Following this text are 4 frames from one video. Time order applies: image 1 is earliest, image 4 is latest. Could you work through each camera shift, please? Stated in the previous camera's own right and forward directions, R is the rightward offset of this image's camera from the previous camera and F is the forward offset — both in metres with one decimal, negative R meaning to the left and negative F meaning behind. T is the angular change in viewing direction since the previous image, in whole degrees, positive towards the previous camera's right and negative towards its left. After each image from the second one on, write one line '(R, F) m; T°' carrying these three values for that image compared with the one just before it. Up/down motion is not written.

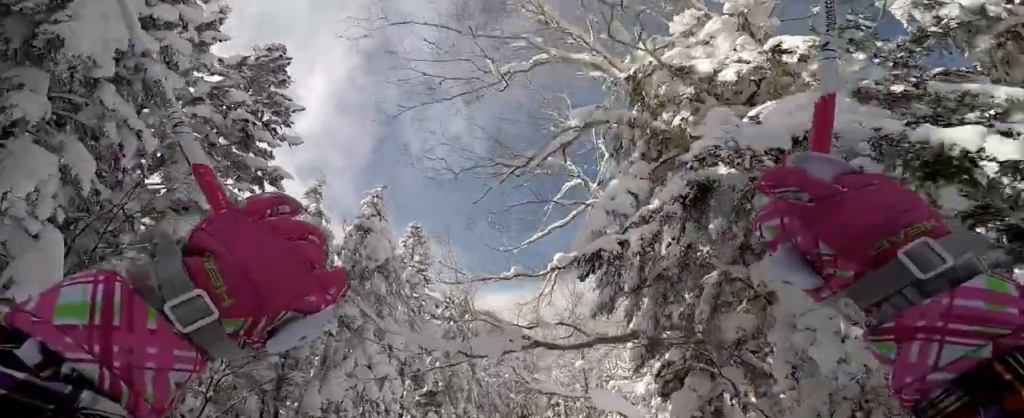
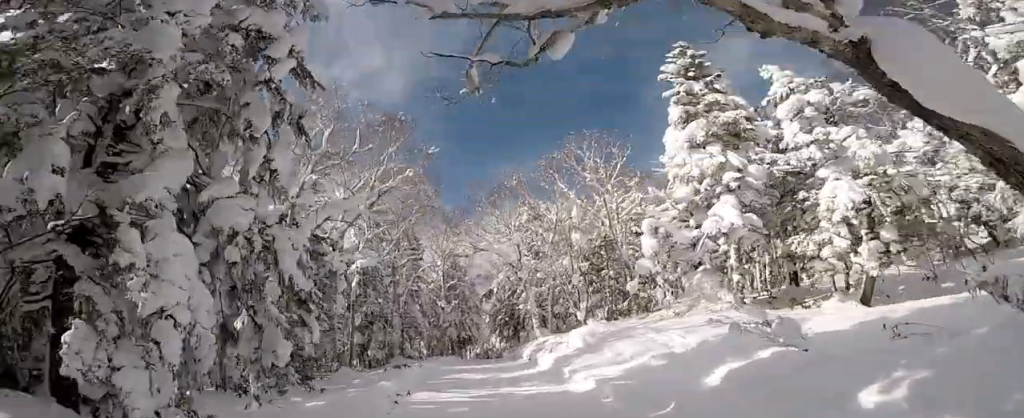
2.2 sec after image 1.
(+0.2, +21.5) m; +1°
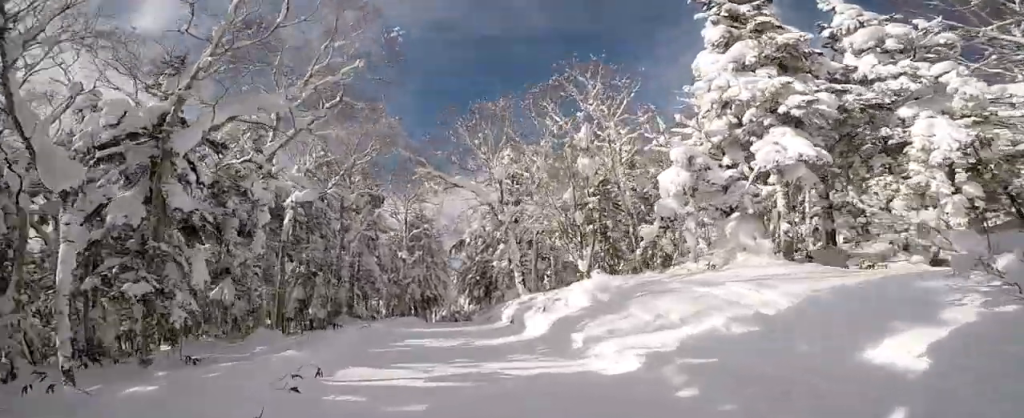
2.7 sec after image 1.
(+0.7, +4.6) m; 0°
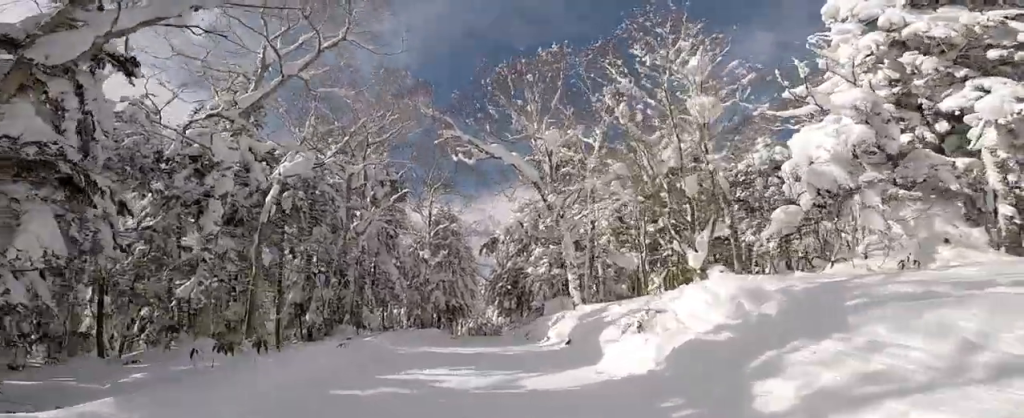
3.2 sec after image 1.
(+0.4, +5.3) m; 0°
